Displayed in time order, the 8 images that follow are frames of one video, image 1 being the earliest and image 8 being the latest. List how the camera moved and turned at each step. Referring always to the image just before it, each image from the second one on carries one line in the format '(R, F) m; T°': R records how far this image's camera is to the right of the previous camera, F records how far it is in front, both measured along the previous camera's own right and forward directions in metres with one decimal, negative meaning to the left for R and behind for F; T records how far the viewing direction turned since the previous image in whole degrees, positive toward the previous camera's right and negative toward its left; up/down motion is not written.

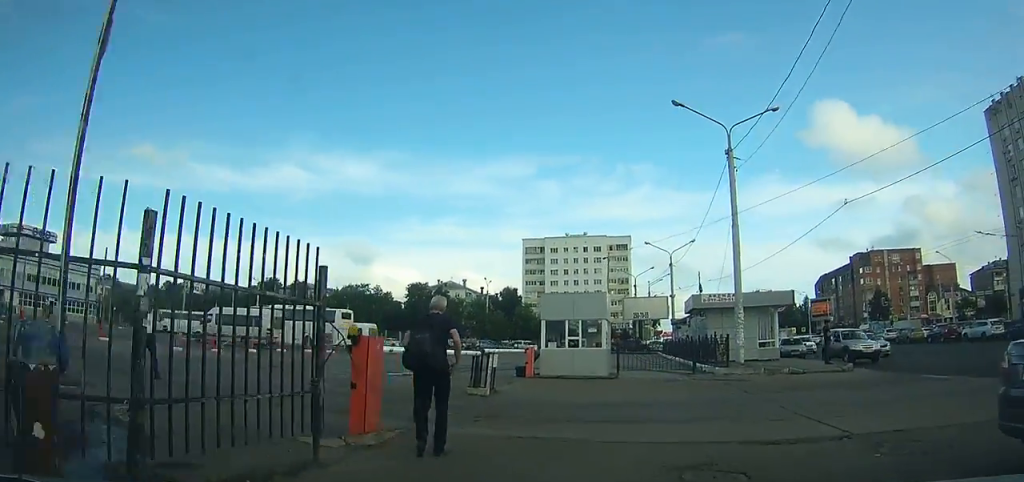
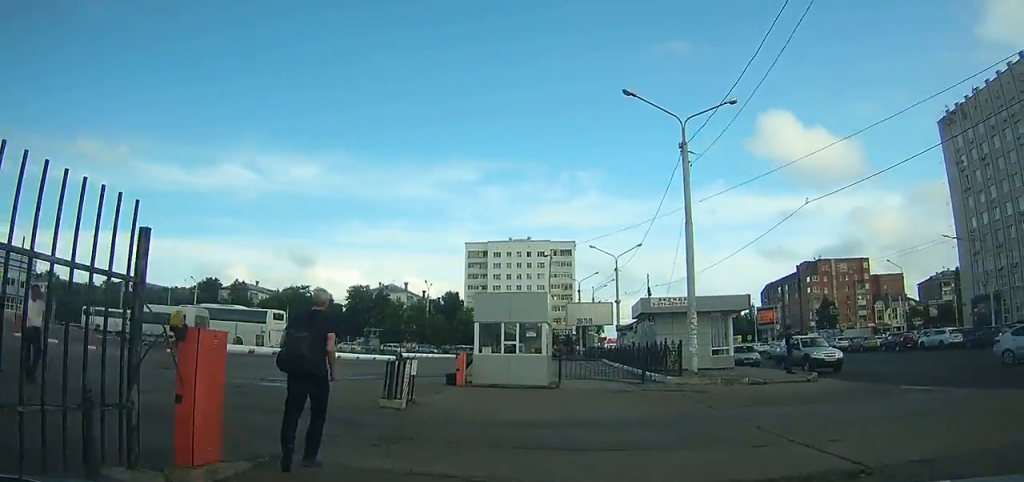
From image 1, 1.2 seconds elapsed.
(0.0, +1.9) m; +6°
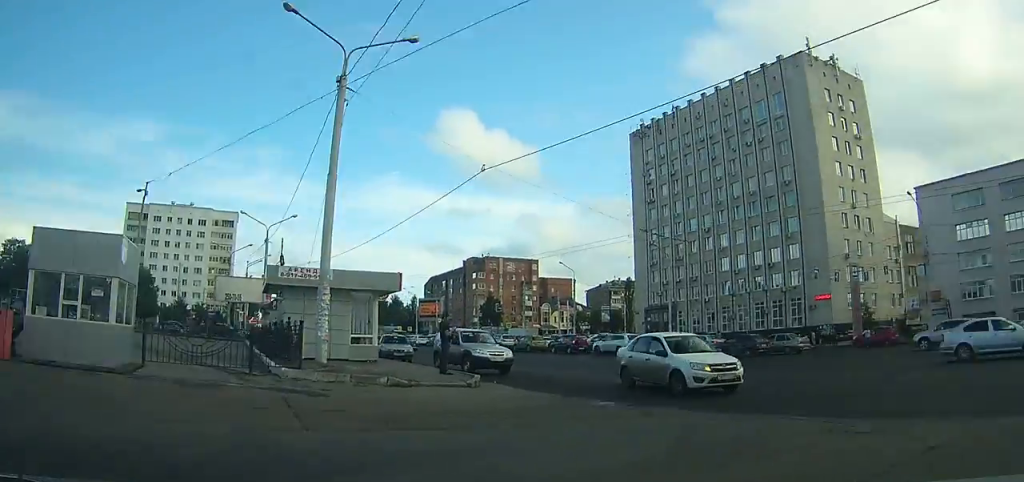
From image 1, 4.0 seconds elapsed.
(+0.8, +4.3) m; +29°
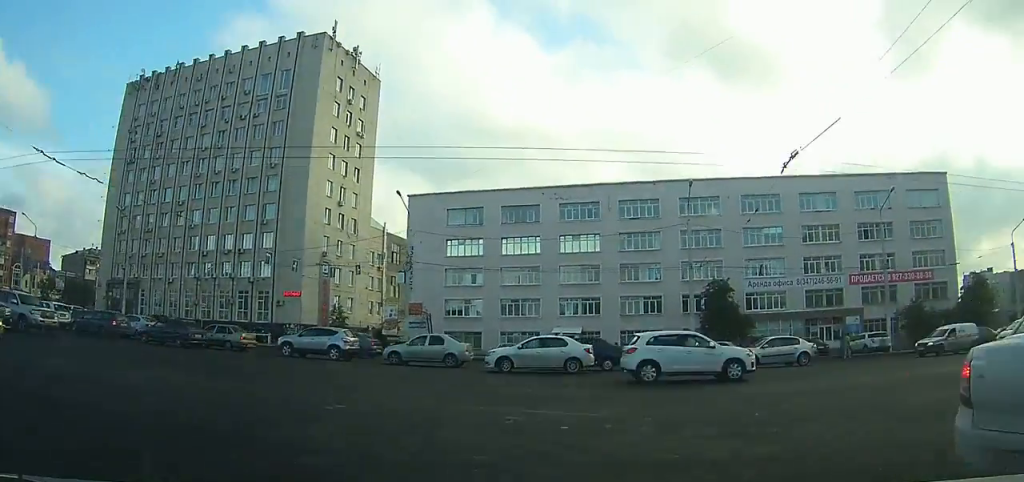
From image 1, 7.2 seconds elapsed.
(+1.7, +4.4) m; +38°
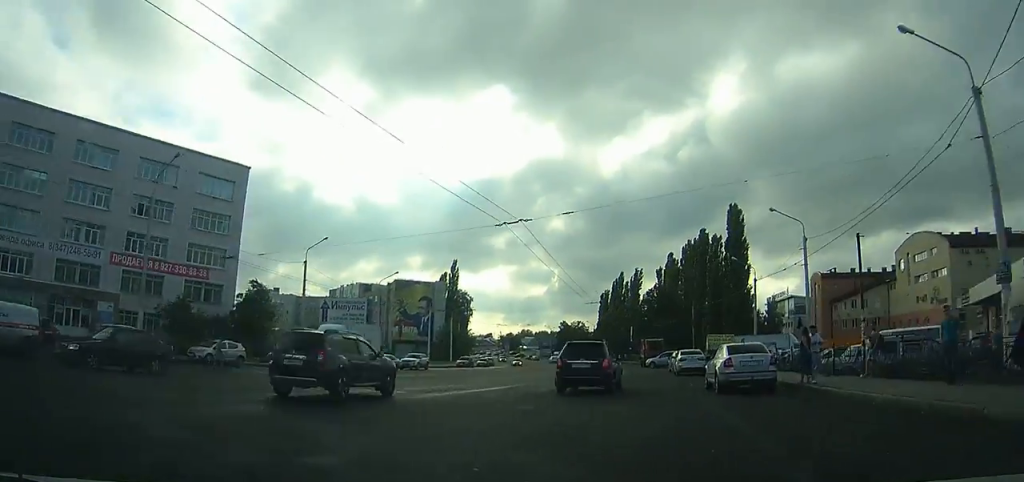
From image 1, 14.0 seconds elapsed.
(+11.9, +6.4) m; +88°
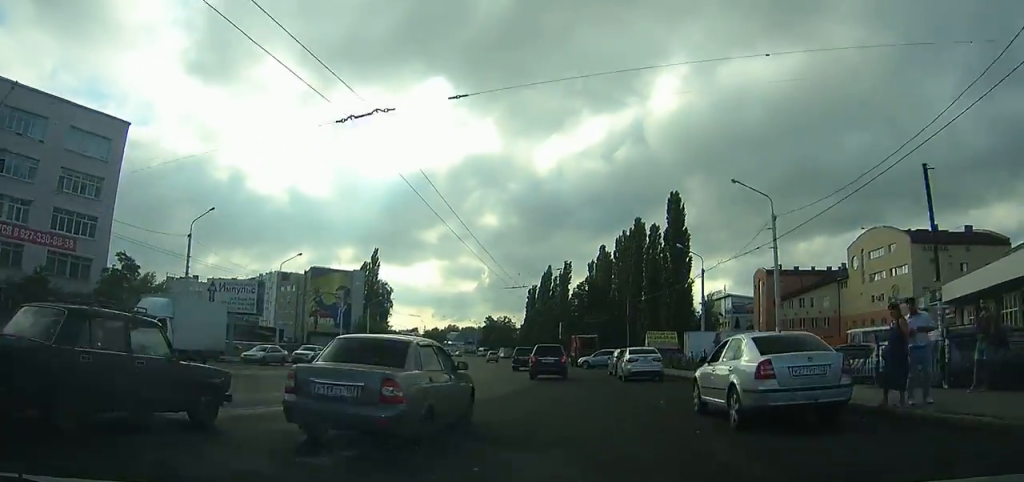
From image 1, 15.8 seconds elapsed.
(+0.8, +8.0) m; +5°
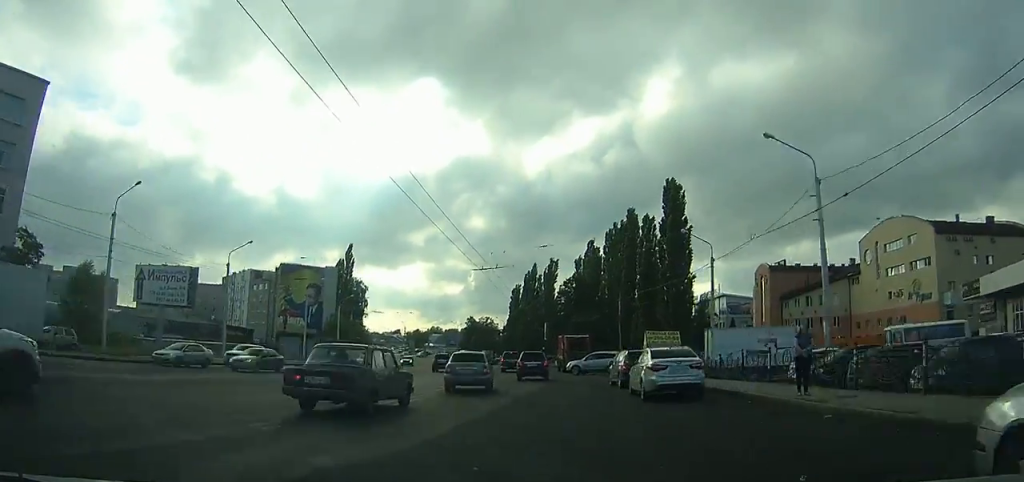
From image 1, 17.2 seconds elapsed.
(-0.1, +9.3) m; -1°
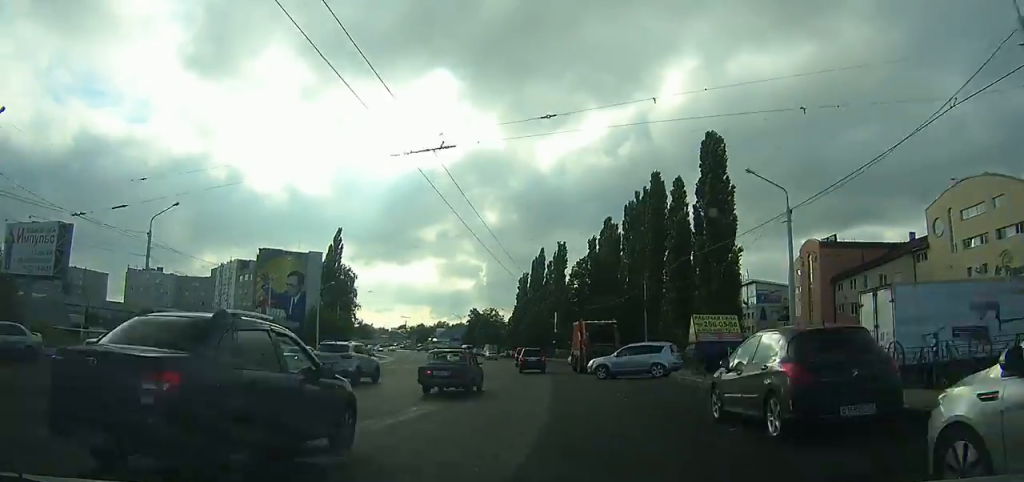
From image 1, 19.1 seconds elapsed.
(0.0, +13.4) m; -1°
